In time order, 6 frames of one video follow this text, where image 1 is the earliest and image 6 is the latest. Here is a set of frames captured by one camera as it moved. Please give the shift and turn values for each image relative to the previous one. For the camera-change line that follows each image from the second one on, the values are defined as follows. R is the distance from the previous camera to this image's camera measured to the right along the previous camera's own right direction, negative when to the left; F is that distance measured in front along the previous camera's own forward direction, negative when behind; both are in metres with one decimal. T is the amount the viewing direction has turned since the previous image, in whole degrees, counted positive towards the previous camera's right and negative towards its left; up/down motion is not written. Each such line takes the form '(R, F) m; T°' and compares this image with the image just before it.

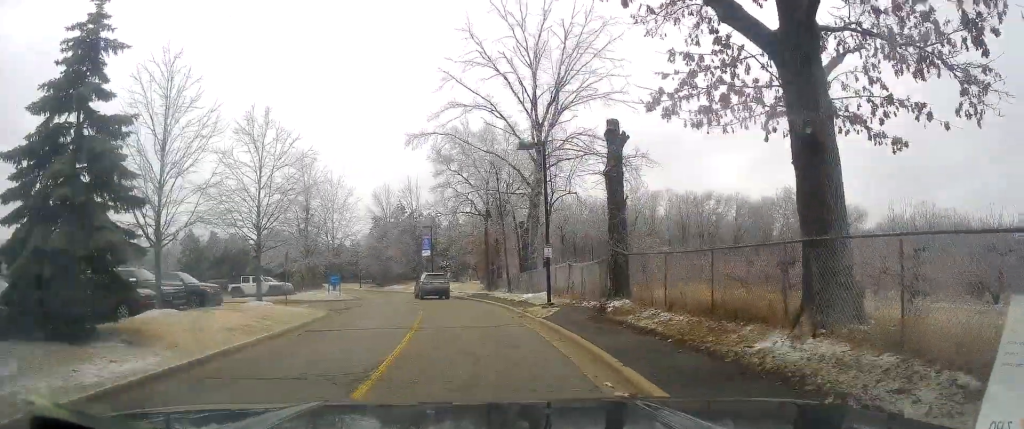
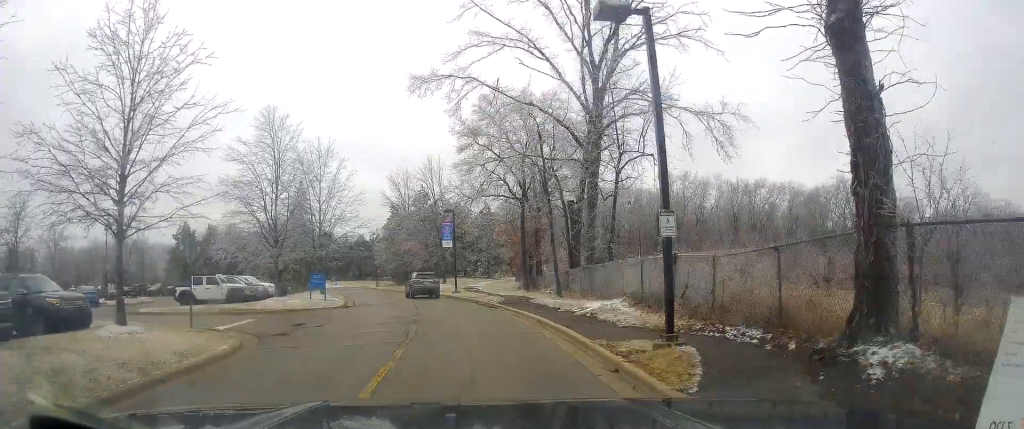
(-0.2, +12.4) m; -4°
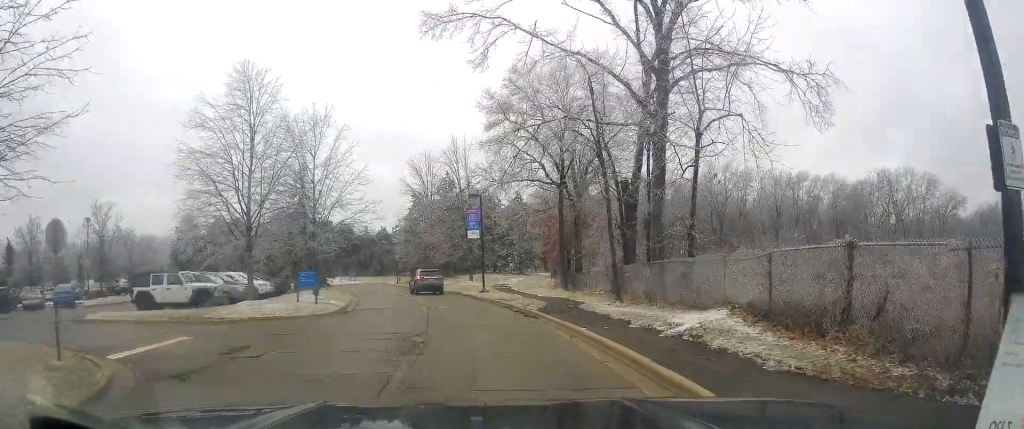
(0.0, +7.7) m; 0°
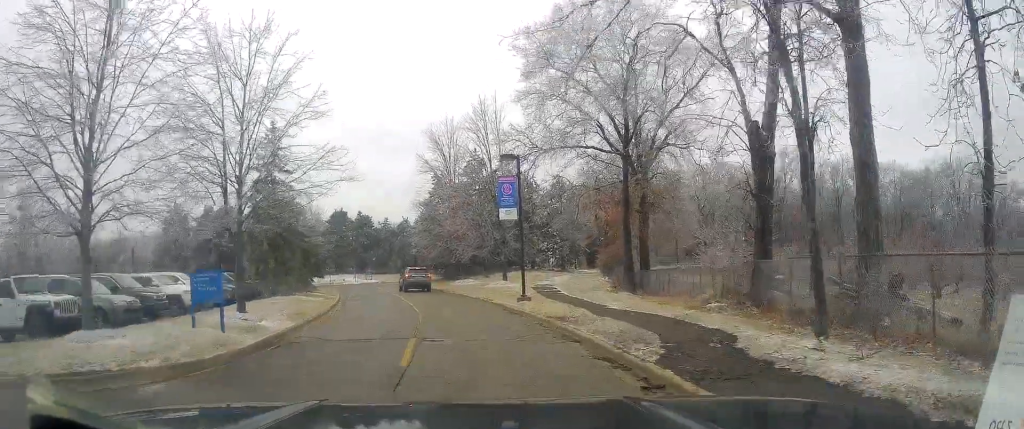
(-0.6, +12.8) m; -7°
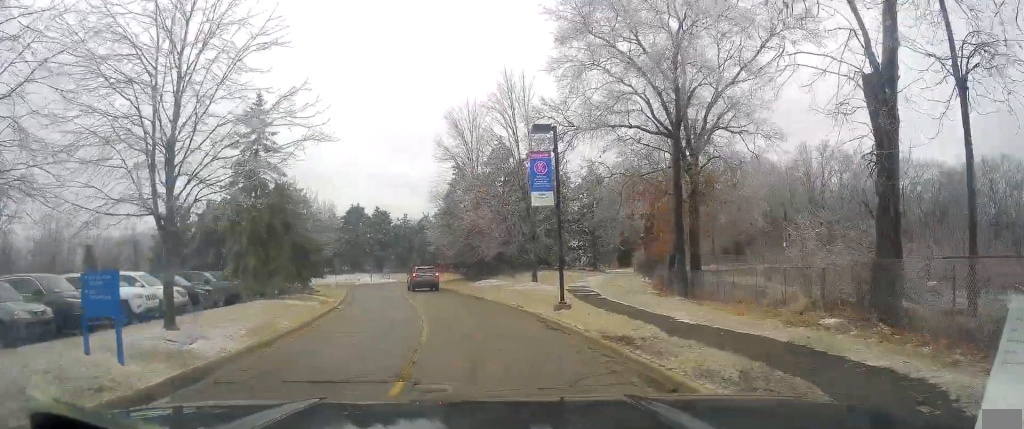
(-0.2, +5.2) m; -3°
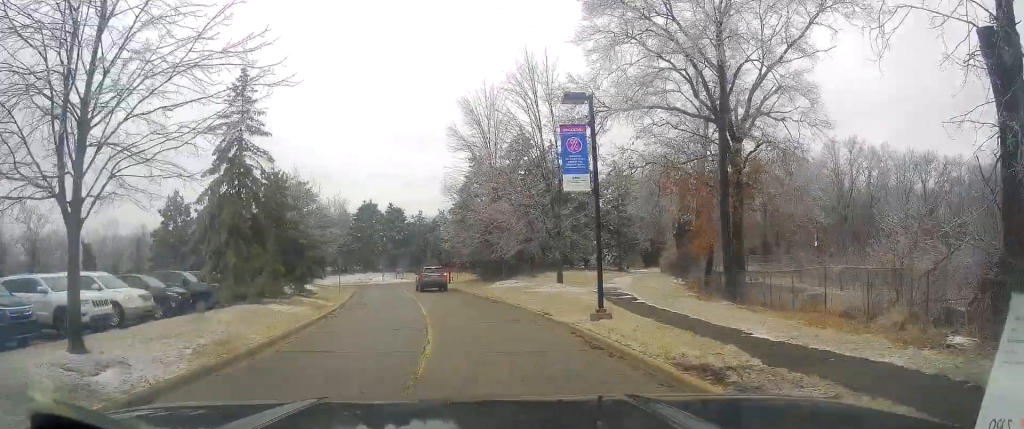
(+0.1, +3.5) m; -2°
